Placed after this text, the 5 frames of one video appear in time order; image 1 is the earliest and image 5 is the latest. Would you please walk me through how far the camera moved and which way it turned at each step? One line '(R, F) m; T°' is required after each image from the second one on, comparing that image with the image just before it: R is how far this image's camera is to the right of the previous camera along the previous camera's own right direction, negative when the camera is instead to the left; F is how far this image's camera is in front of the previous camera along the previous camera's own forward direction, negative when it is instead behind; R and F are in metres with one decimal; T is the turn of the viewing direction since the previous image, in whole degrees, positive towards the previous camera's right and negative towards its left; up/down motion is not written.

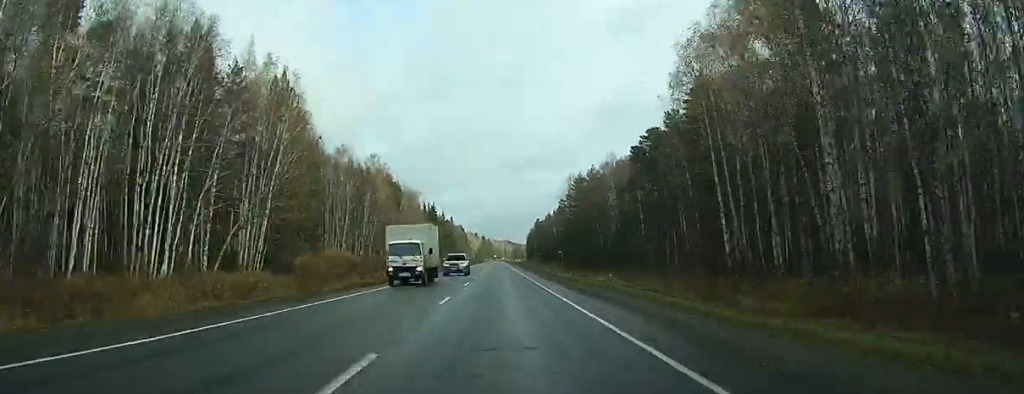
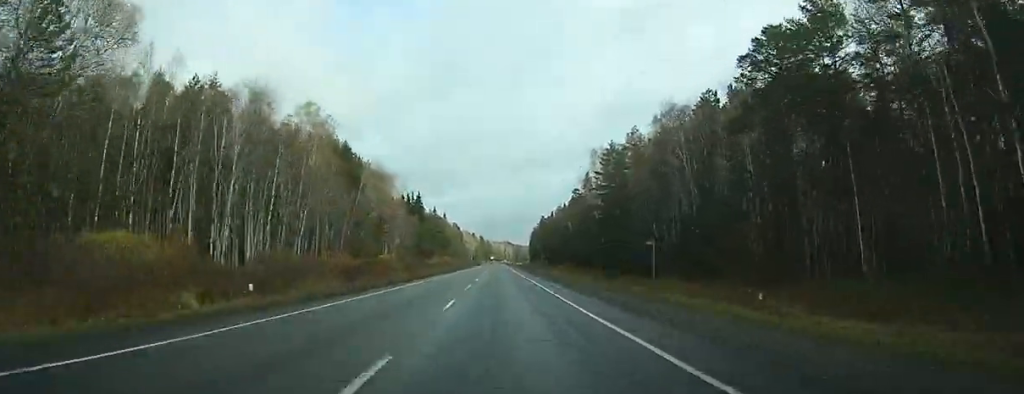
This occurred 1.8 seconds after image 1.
(-2.1, +53.9) m; -3°
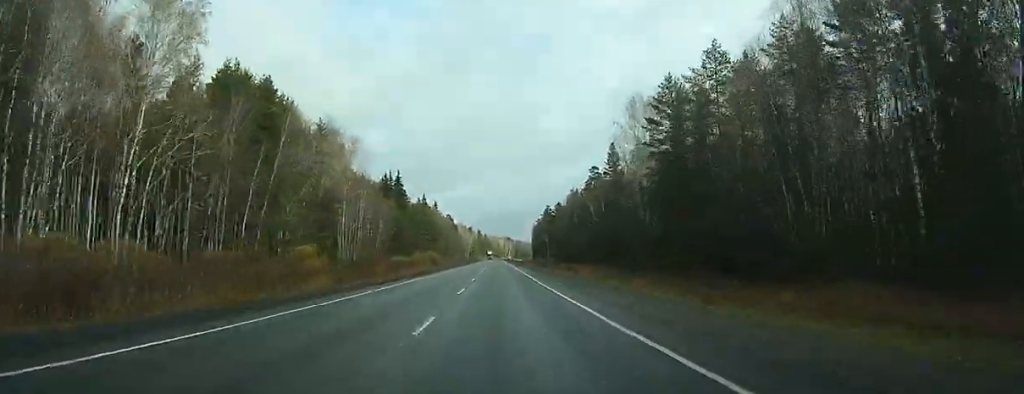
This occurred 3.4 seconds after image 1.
(-1.9, +44.8) m; +1°
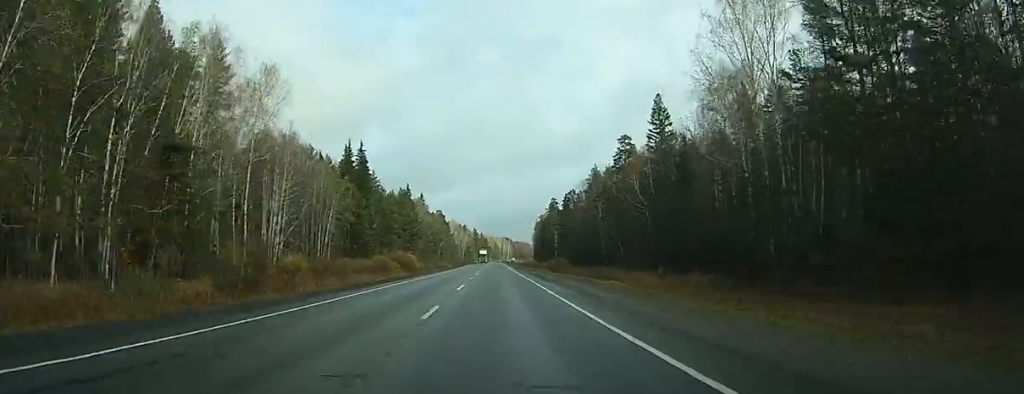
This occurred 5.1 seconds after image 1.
(+3.3, +43.0) m; -3°
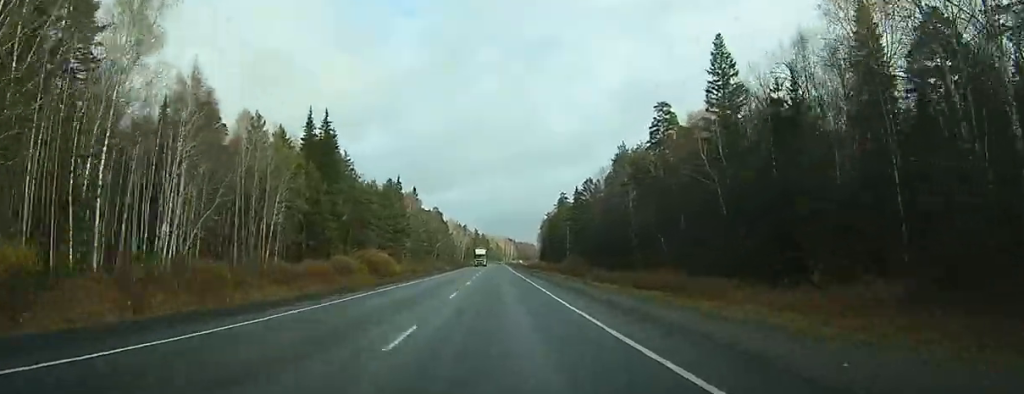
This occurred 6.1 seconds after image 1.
(-2.3, +29.4) m; -1°
